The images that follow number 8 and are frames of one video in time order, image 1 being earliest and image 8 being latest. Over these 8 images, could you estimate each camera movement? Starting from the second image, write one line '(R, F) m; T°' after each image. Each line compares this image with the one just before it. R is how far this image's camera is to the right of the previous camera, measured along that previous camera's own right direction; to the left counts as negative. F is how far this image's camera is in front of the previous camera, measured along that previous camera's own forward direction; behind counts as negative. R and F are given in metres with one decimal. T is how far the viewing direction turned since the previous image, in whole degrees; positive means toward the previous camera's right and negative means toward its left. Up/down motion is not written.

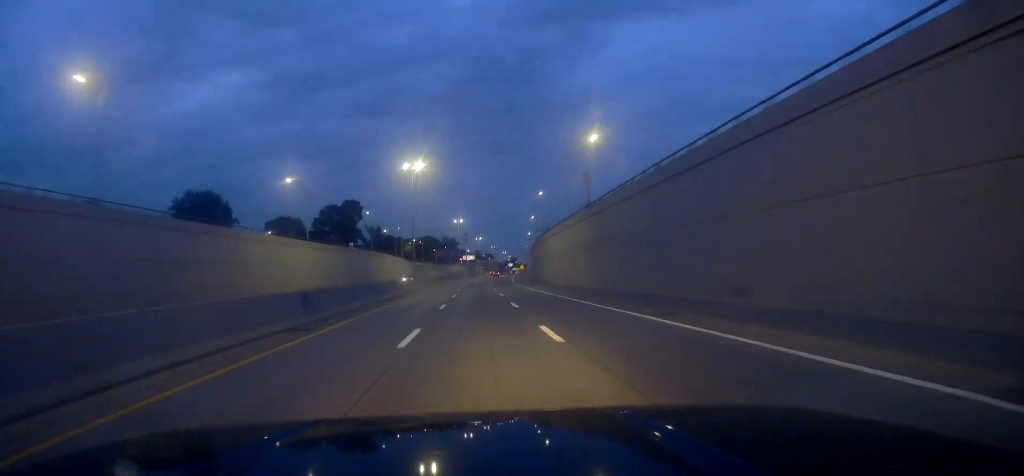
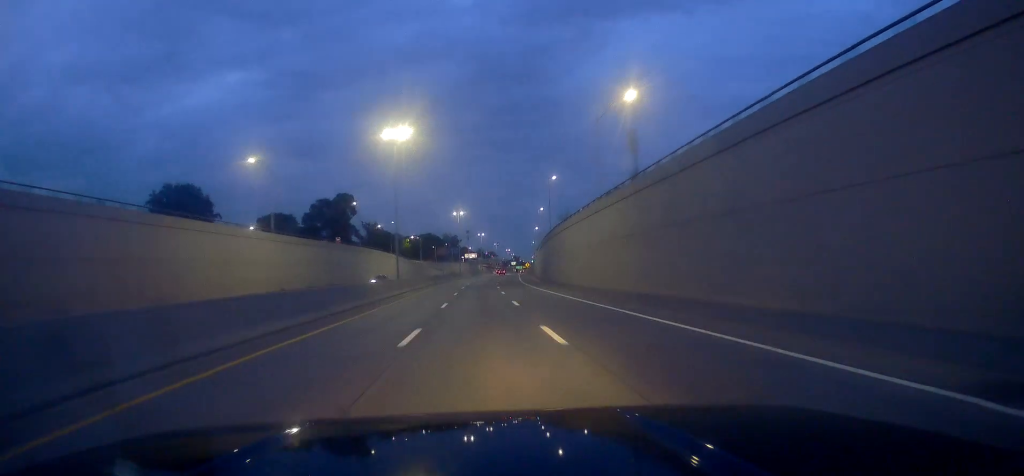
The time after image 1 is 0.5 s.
(0.0, +15.0) m; -1°
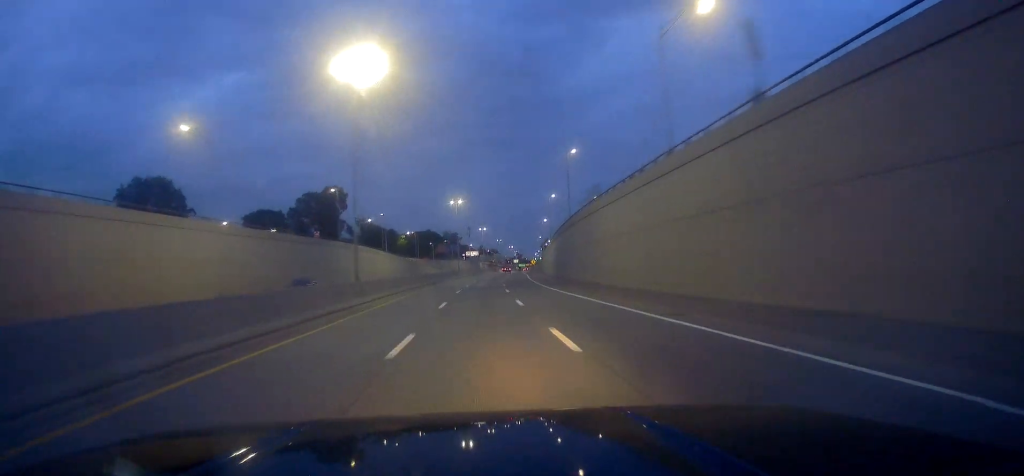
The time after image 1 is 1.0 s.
(-0.1, +17.2) m; -1°
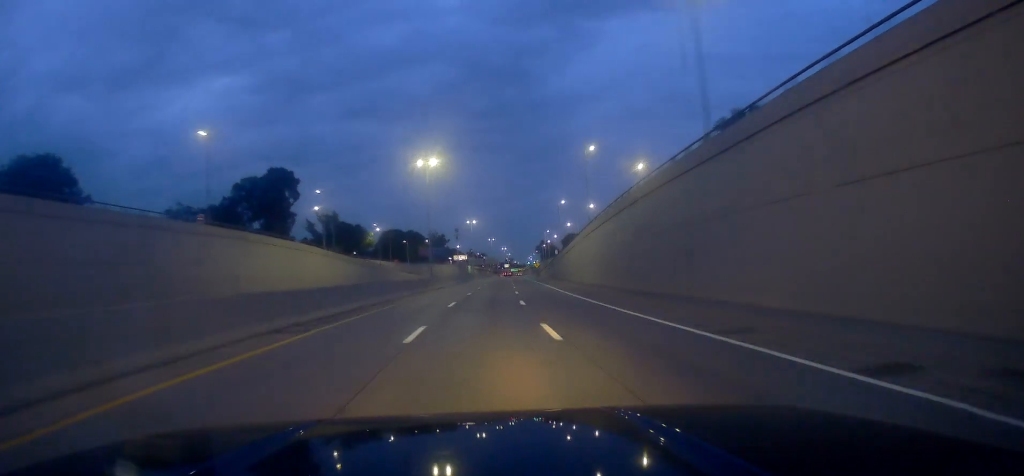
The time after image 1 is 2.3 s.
(-0.6, +42.7) m; -2°
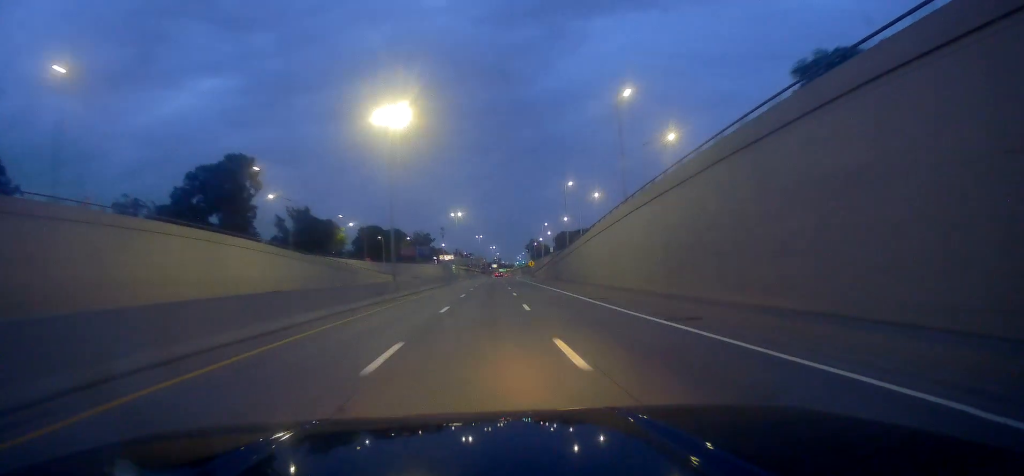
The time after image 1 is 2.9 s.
(-0.4, +19.2) m; 0°
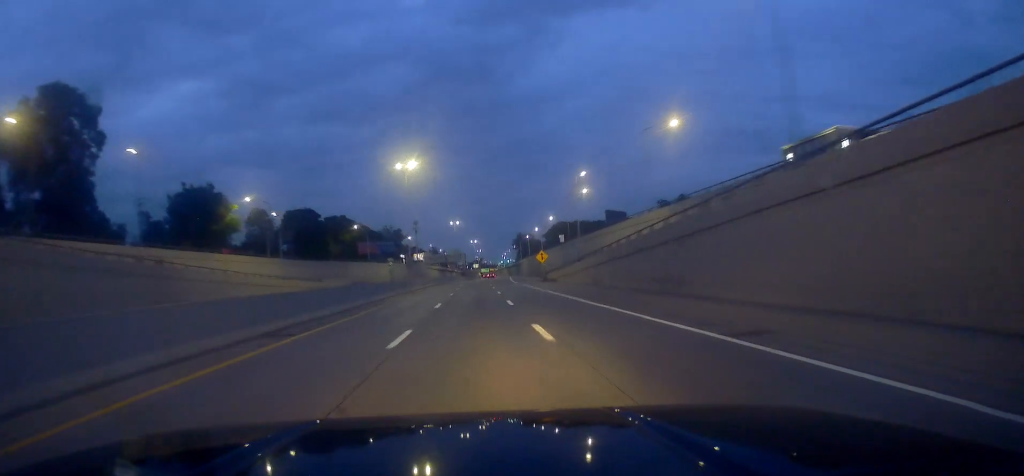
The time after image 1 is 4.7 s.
(+1.3, +57.0) m; +3°
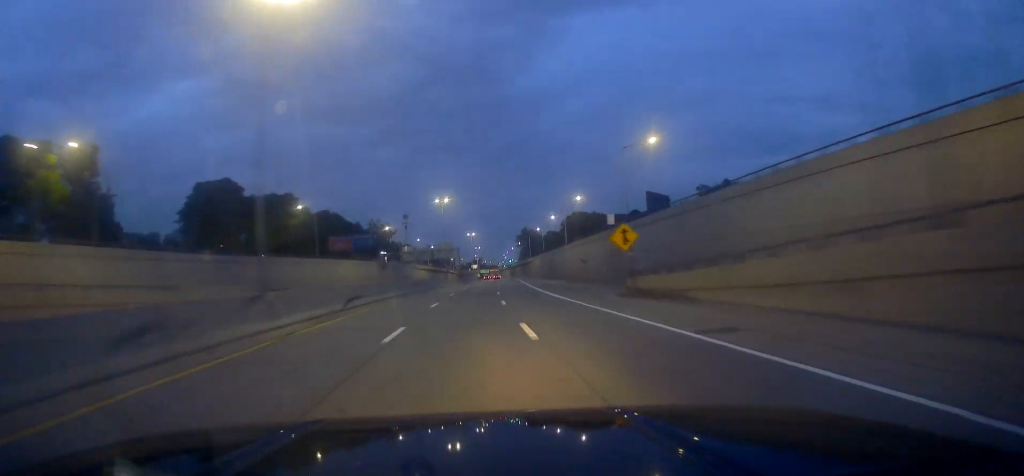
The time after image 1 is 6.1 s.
(+1.2, +44.2) m; +3°
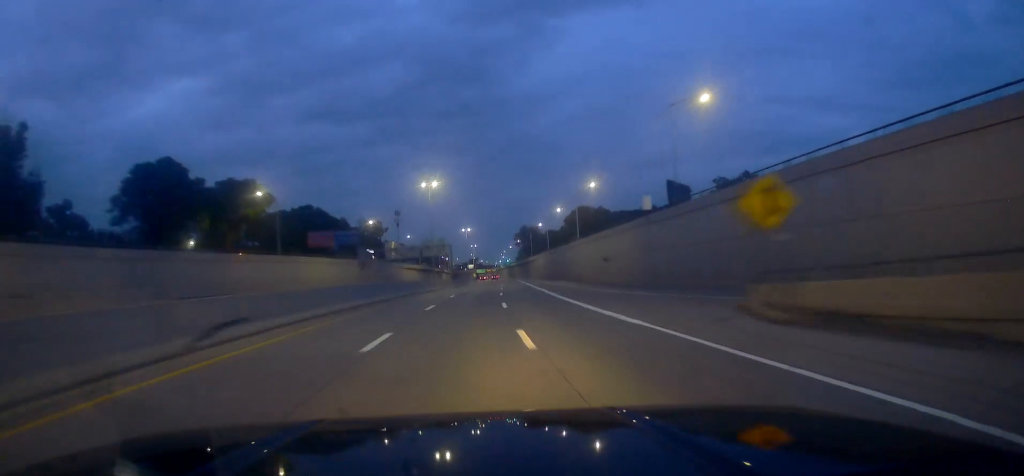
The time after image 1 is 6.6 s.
(+0.2, +17.3) m; 0°
